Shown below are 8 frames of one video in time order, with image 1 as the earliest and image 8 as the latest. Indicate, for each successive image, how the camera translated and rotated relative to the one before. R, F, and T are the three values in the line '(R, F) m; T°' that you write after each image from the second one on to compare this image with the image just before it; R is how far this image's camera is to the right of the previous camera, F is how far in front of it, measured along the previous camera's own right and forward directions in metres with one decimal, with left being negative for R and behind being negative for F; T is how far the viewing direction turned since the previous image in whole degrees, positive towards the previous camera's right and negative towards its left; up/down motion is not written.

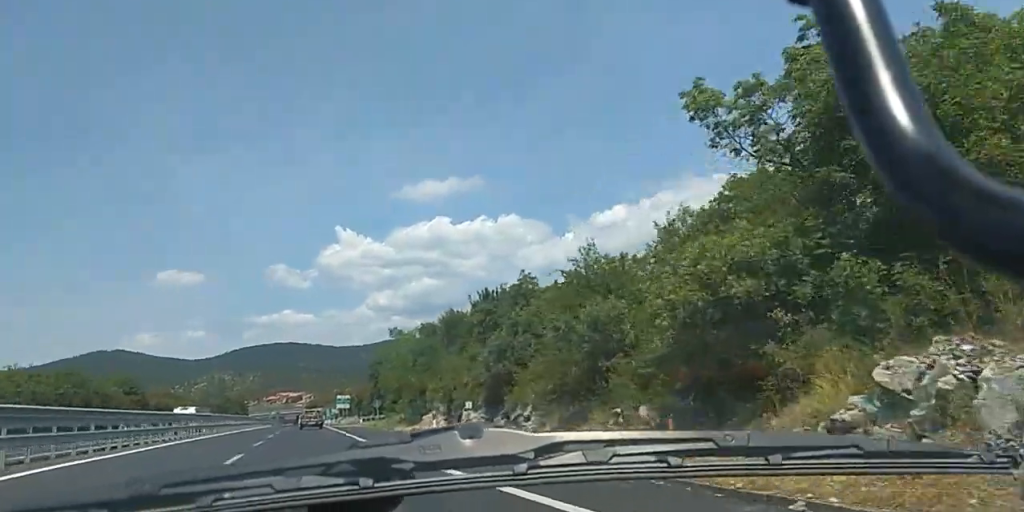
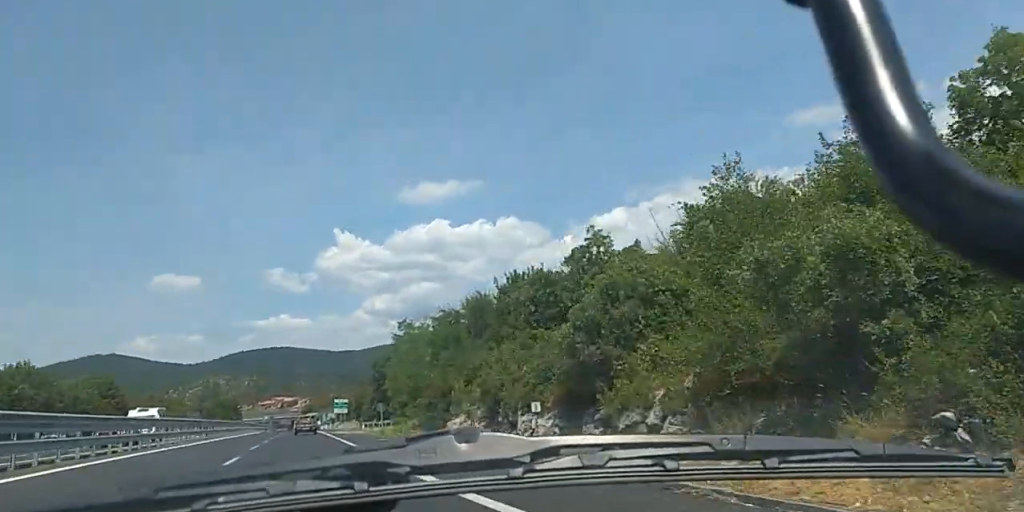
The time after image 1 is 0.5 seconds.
(+0.1, +10.1) m; 0°
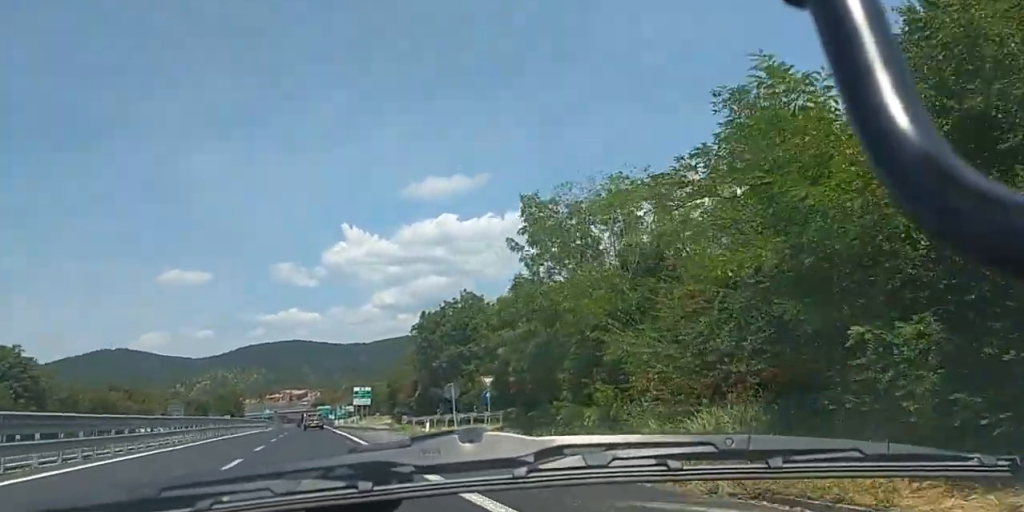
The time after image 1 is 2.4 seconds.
(0.0, +37.6) m; -1°
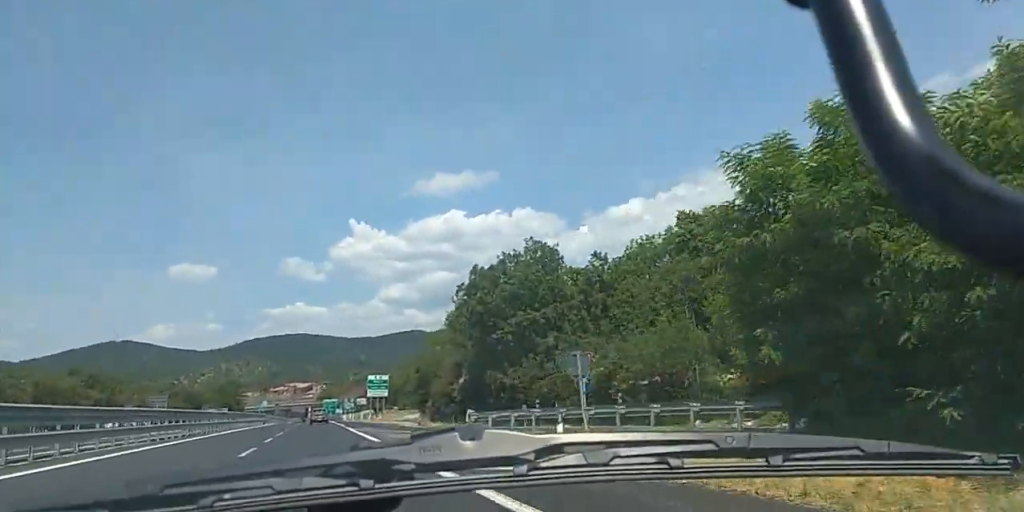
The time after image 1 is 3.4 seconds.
(-0.3, +21.1) m; -2°
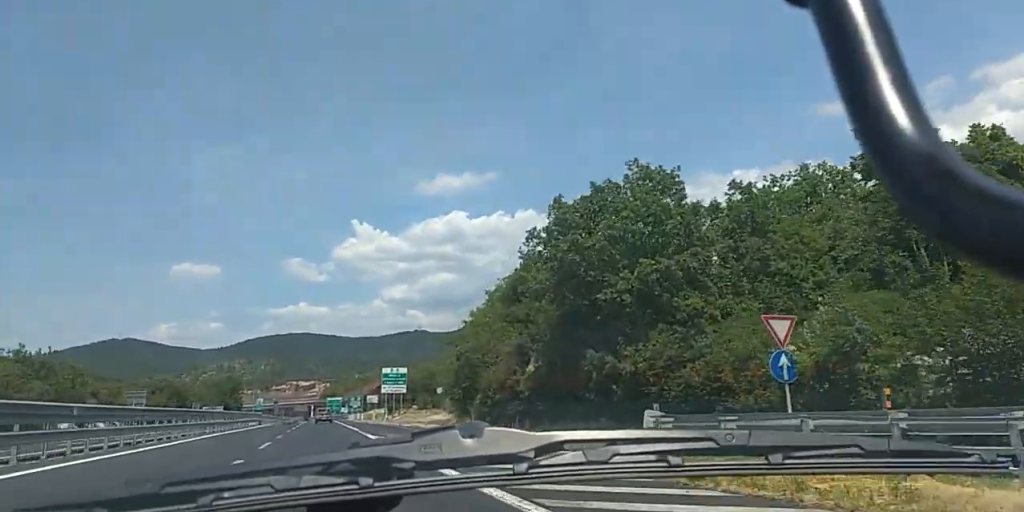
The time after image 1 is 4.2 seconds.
(-0.5, +18.0) m; 0°
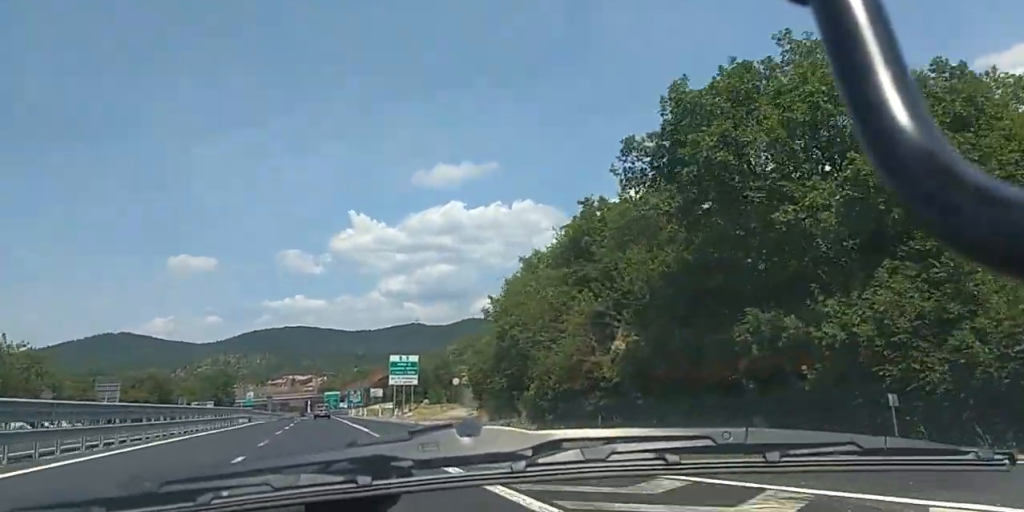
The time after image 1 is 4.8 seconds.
(+0.1, +12.2) m; 0°
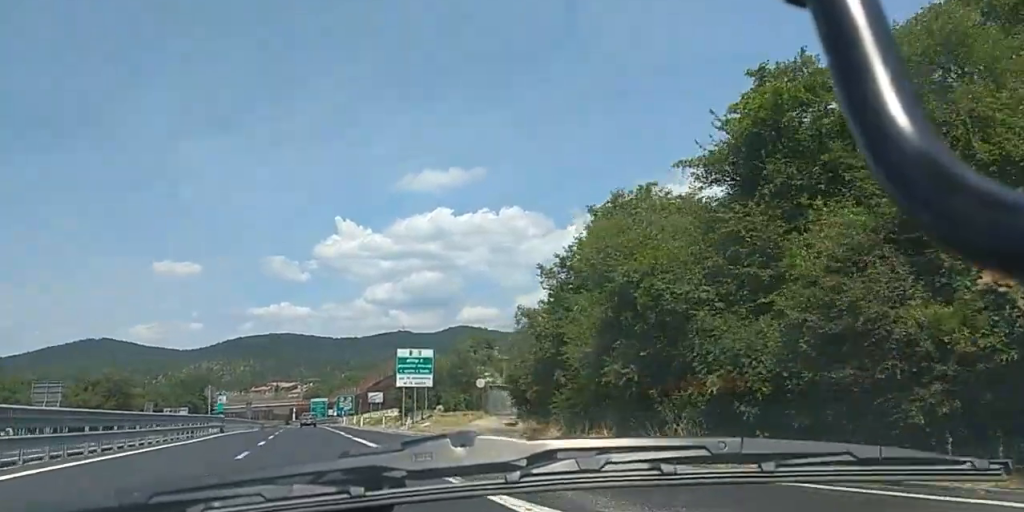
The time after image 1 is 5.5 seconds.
(+0.4, +16.1) m; 0°
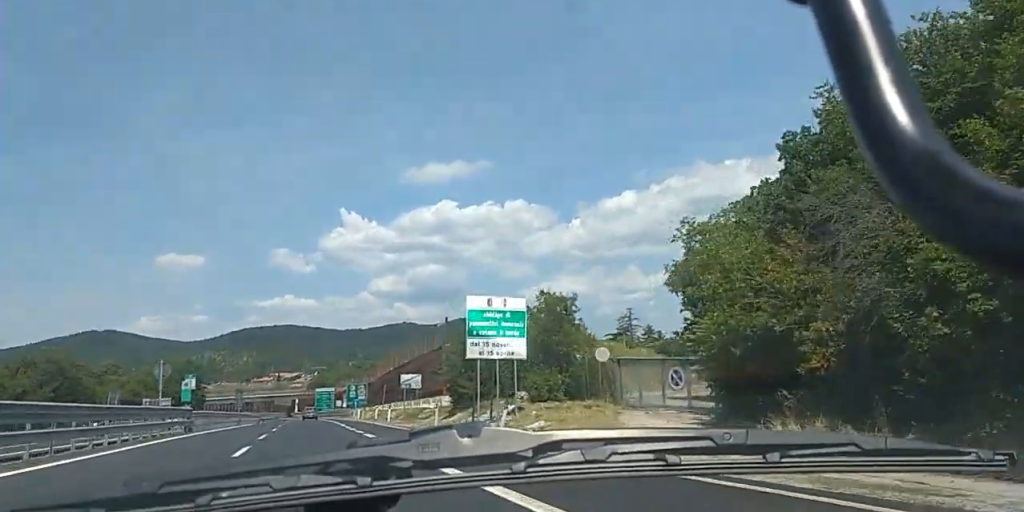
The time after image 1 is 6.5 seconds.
(-0.5, +24.1) m; 0°
